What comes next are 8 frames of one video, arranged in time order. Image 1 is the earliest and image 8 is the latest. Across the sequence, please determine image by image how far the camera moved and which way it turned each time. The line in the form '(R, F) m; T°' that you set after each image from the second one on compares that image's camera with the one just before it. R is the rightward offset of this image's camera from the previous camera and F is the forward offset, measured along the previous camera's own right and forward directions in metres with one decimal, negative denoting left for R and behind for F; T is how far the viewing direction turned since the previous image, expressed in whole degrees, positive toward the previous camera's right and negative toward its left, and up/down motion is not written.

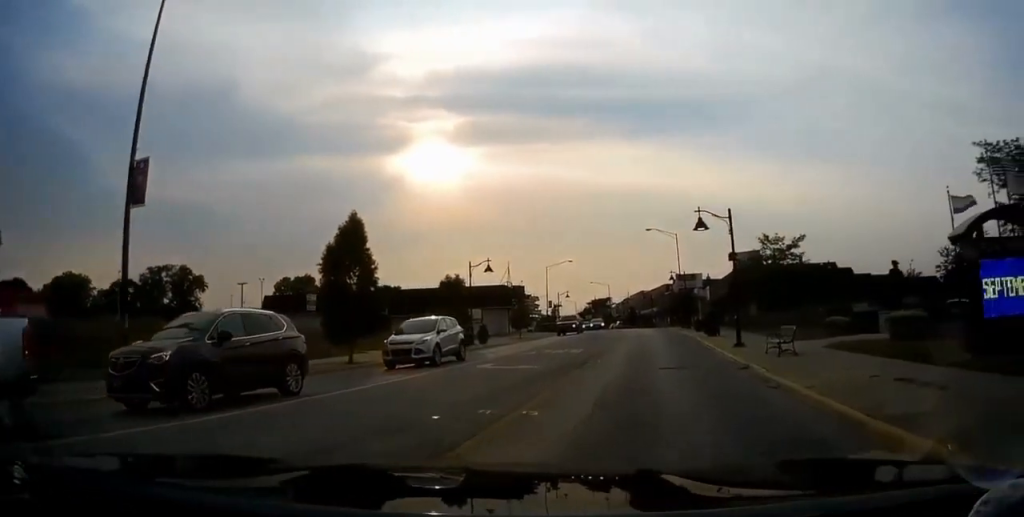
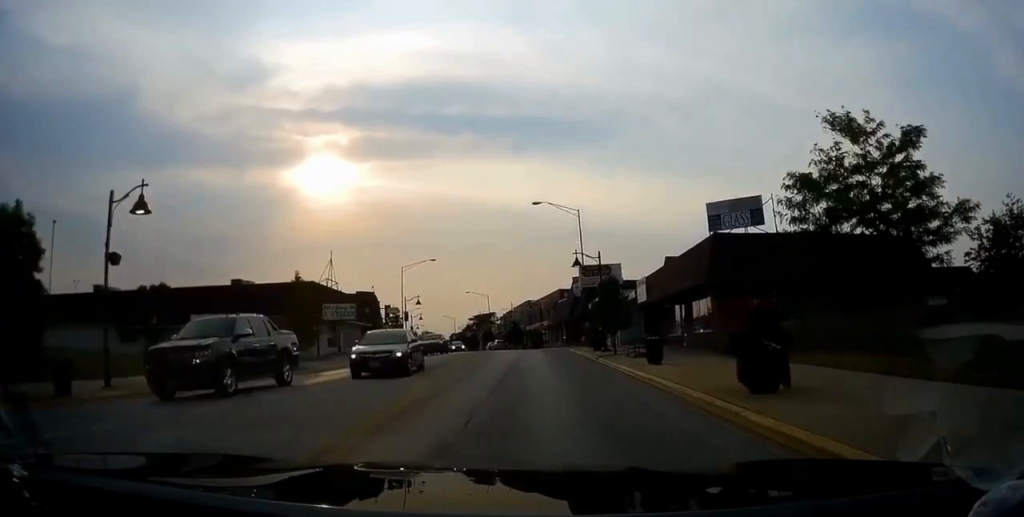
(+7.4, +18.1) m; +29°
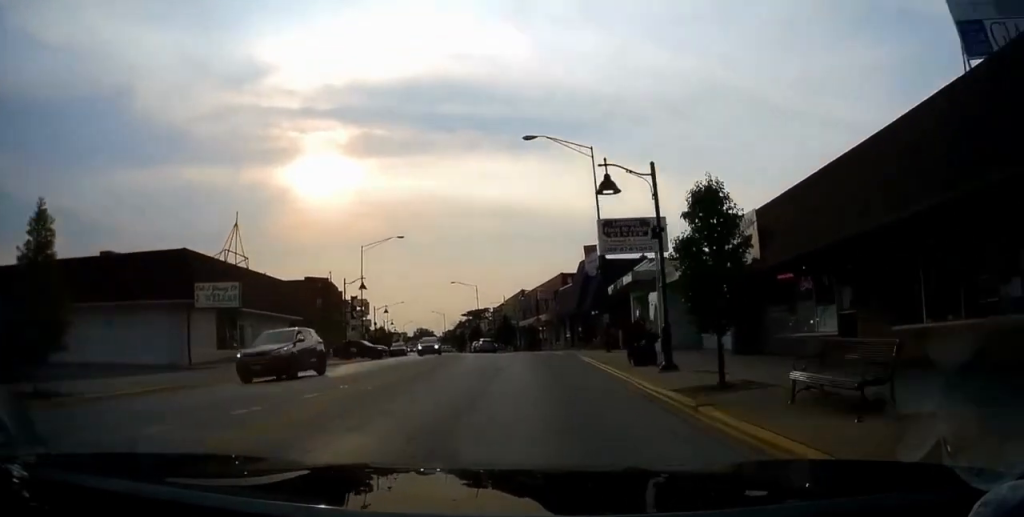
(+0.9, +15.0) m; 0°
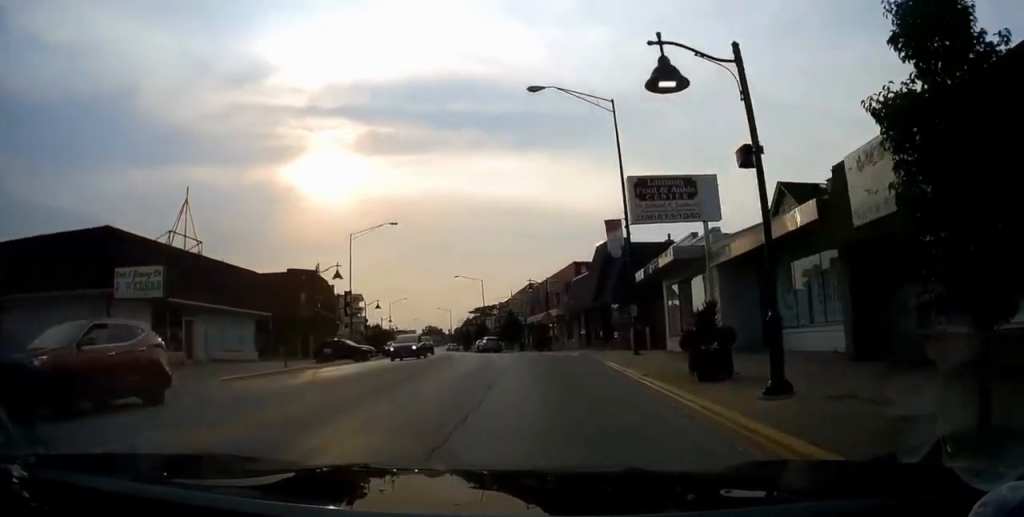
(-0.6, +7.1) m; -2°
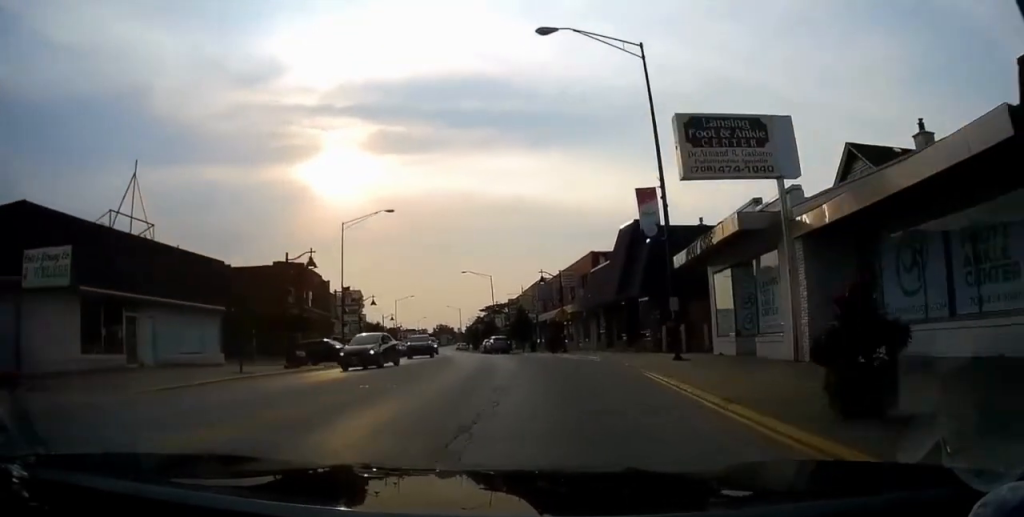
(-0.2, +5.6) m; -1°
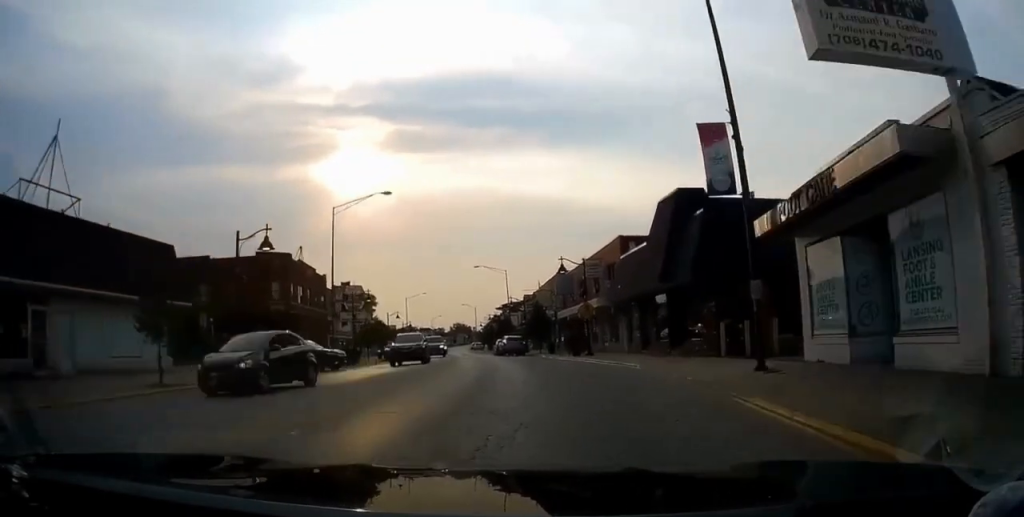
(+0.2, +6.7) m; +1°
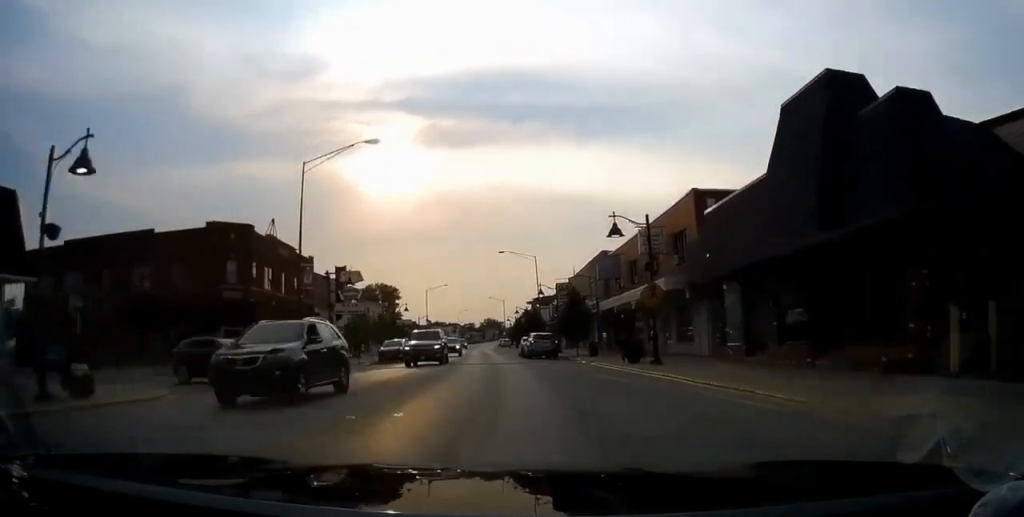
(+0.1, +11.3) m; -2°
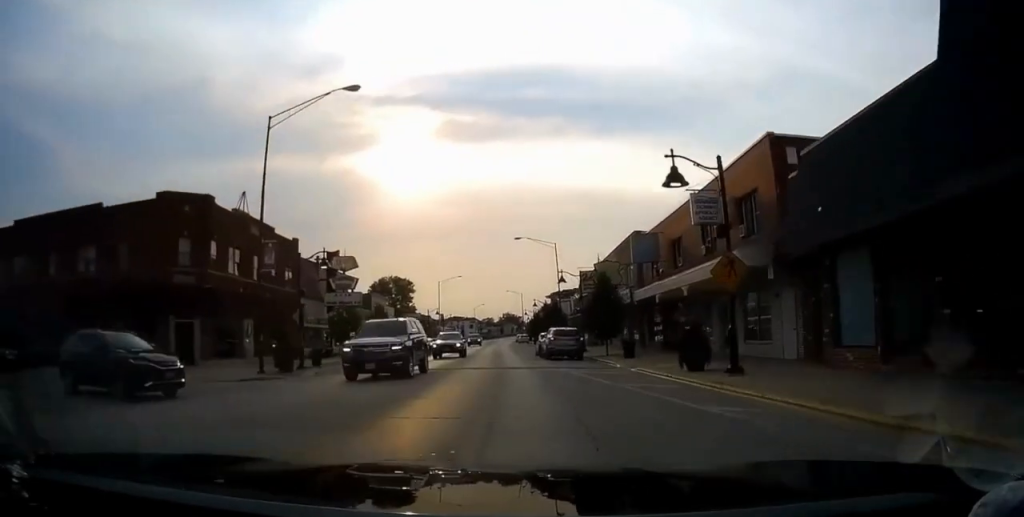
(0.0, +7.6) m; -3°
